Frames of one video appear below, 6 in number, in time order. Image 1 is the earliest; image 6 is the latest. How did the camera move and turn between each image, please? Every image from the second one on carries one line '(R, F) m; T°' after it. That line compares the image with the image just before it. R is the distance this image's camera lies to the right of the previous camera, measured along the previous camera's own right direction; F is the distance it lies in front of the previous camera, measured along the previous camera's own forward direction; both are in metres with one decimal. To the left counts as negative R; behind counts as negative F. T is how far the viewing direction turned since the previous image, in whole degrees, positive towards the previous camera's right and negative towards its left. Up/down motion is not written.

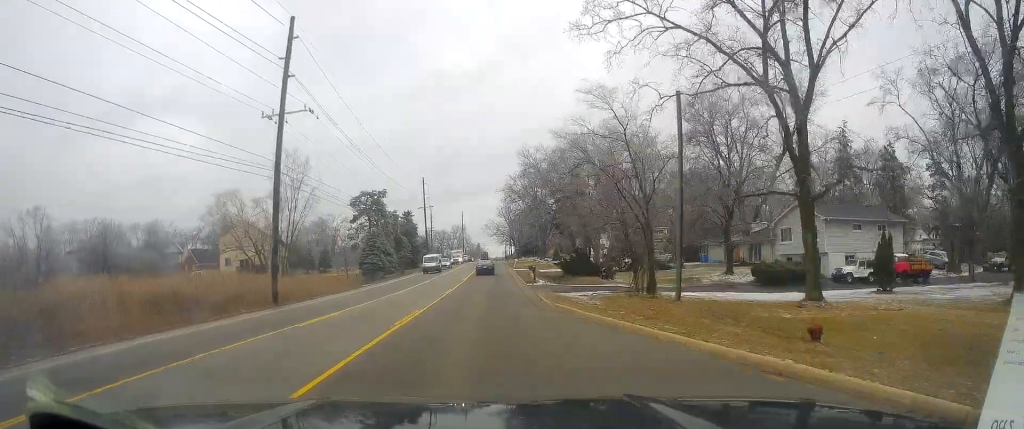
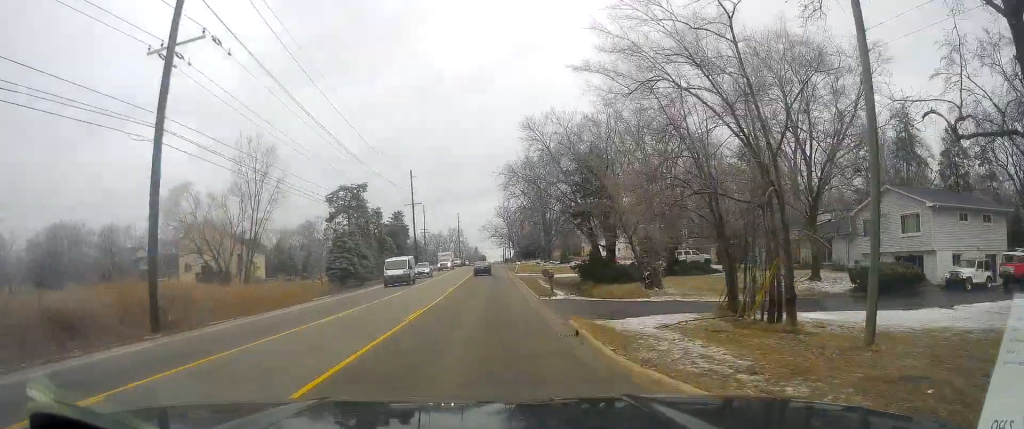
(-0.6, +13.3) m; -1°
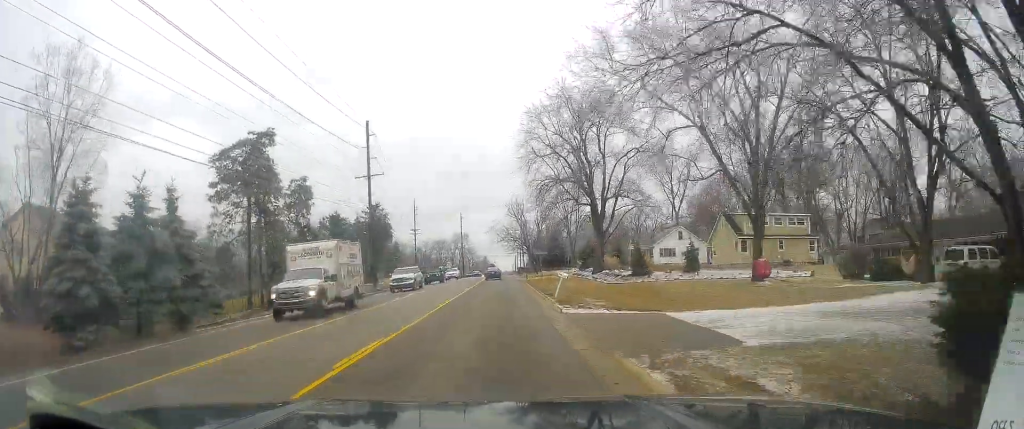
(+1.5, +38.5) m; +1°
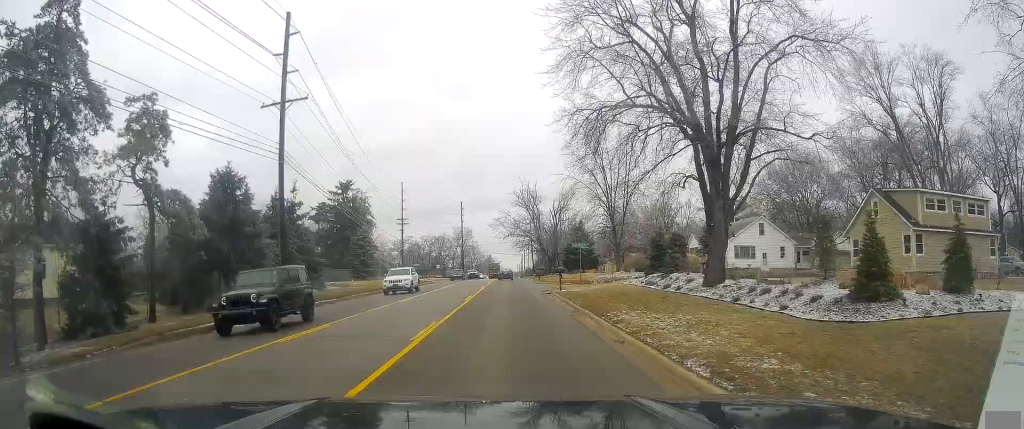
(-0.2, +27.7) m; +1°
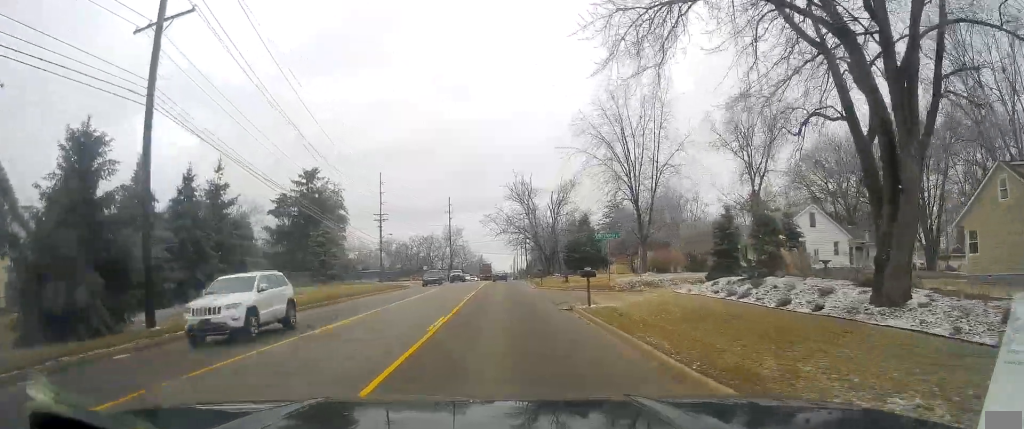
(+0.1, +13.8) m; -1°
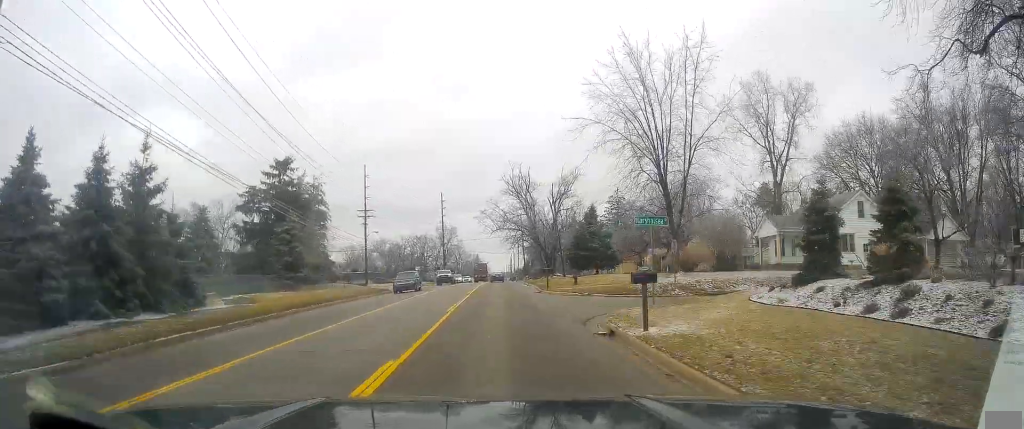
(0.0, +9.0) m; -1°
